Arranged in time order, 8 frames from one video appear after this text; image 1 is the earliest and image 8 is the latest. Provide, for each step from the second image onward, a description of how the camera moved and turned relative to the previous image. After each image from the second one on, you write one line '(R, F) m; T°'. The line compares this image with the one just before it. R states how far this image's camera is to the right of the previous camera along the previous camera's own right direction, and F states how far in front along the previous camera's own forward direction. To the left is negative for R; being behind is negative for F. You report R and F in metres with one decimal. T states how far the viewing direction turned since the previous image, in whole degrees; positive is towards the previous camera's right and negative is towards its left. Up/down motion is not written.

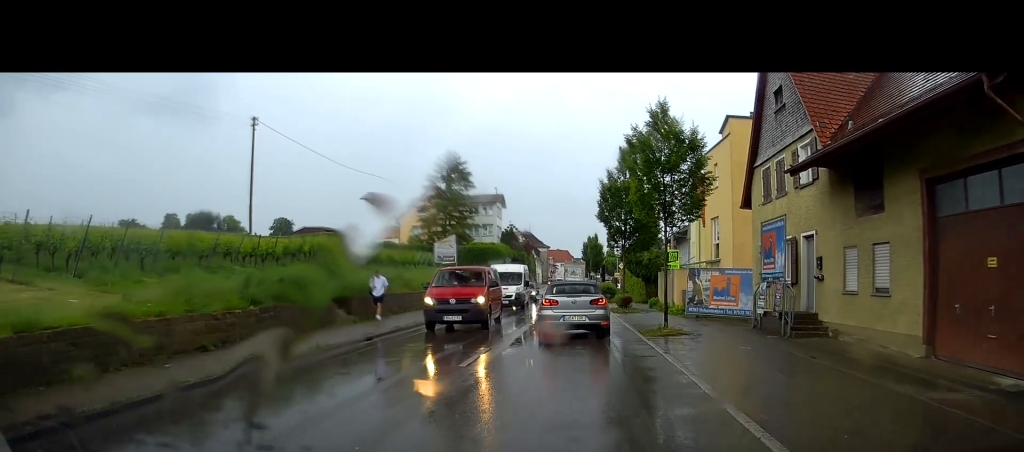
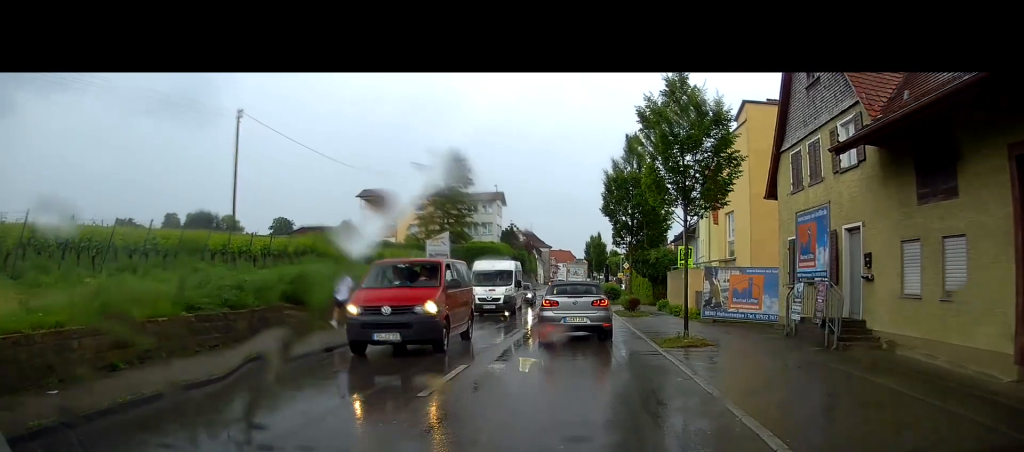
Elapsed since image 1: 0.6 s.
(-0.1, +3.0) m; 0°
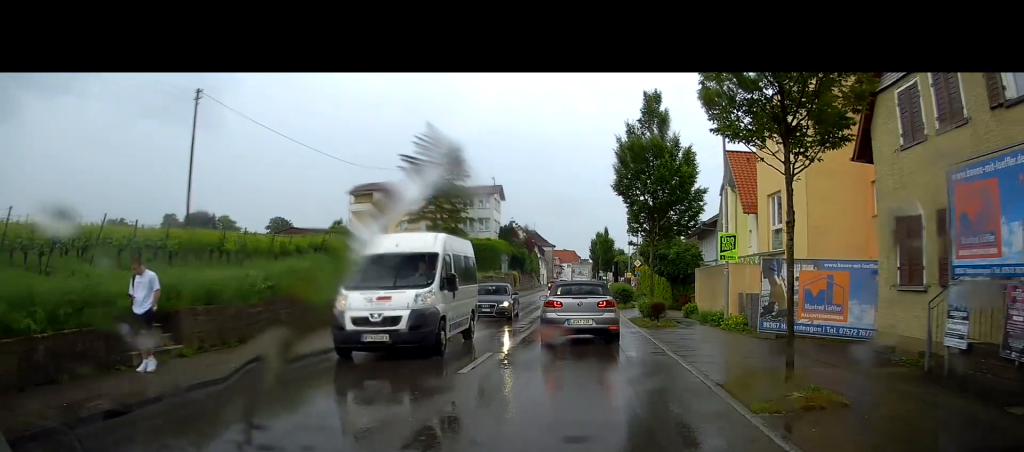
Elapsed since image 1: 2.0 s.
(+0.2, +7.3) m; 0°
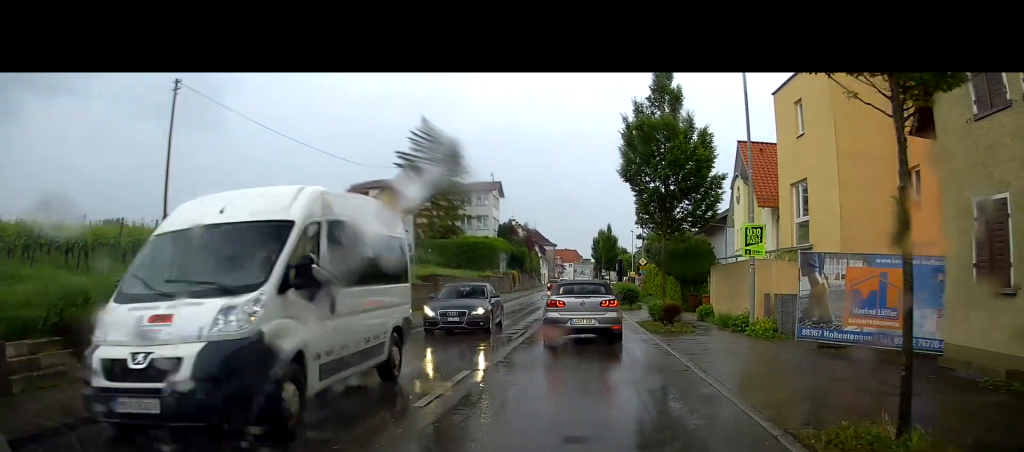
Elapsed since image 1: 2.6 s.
(-0.2, +3.0) m; 0°
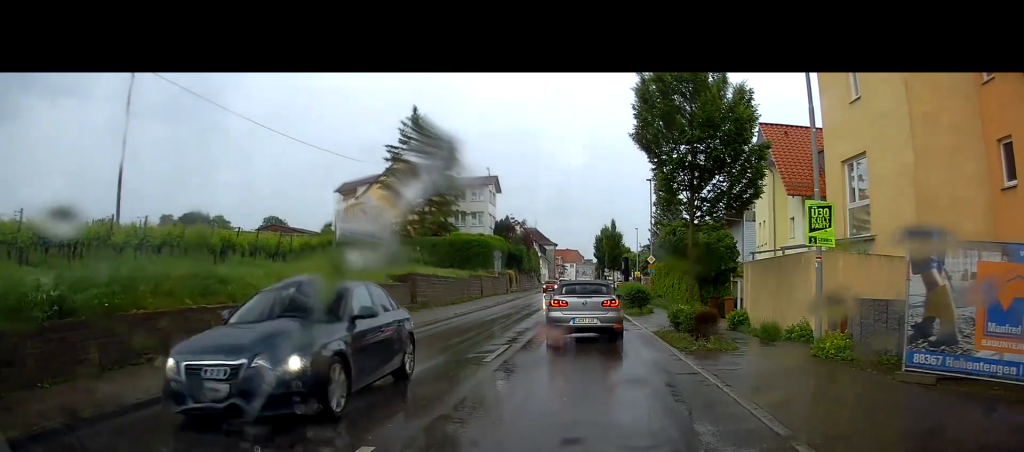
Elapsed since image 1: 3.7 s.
(+0.4, +5.1) m; +2°
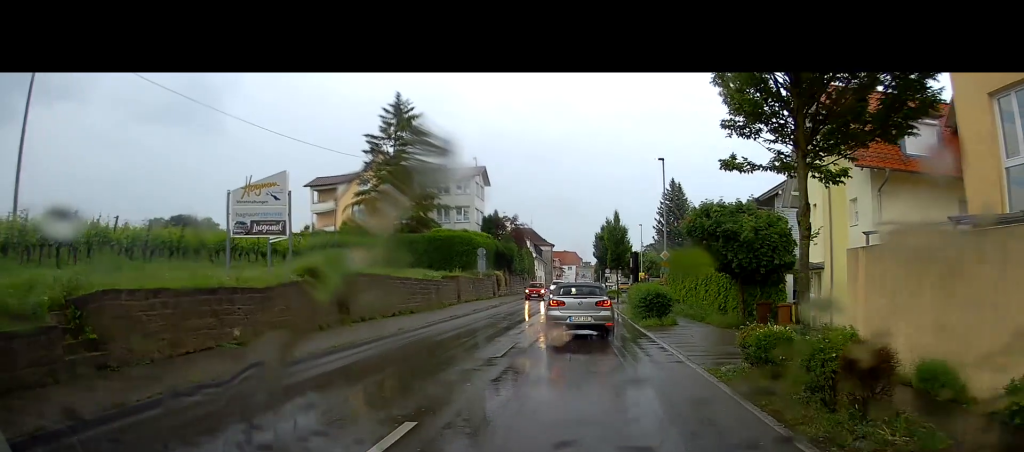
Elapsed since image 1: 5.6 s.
(+0.2, +8.3) m; +1°
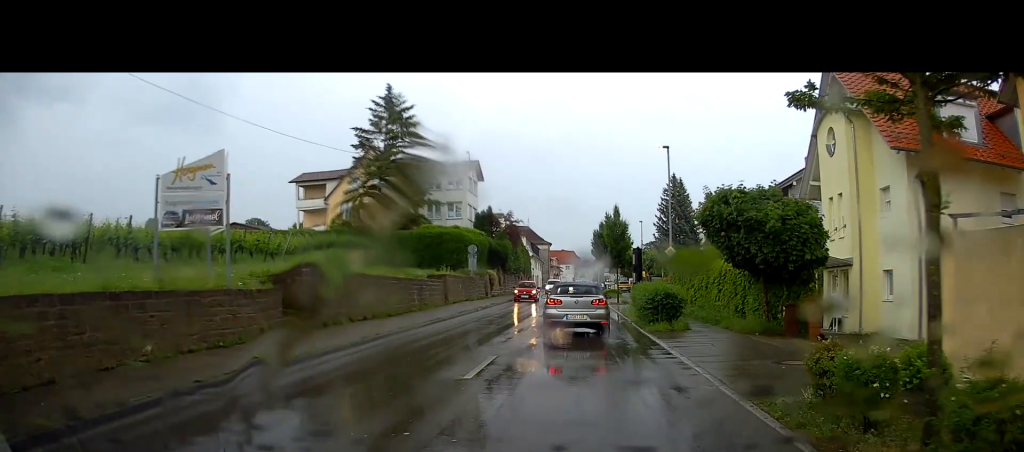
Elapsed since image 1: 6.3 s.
(-0.2, +2.8) m; -4°
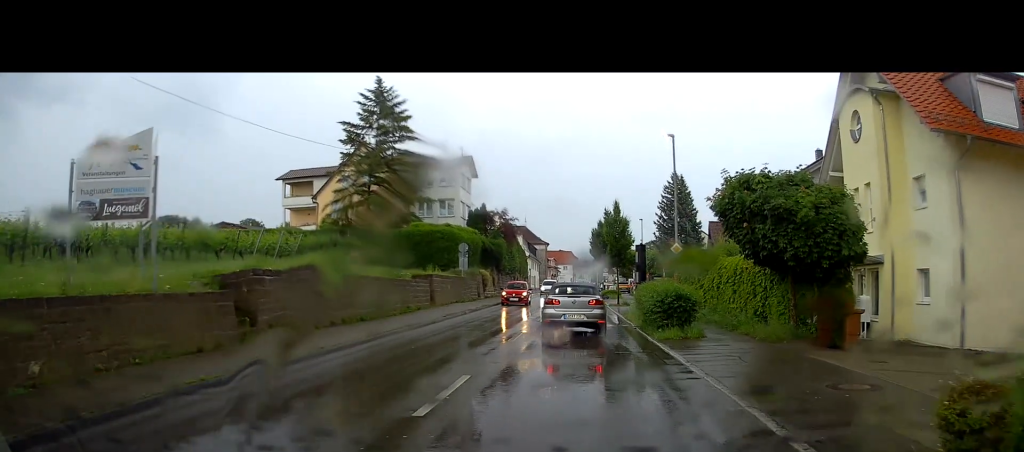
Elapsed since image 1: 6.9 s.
(0.0, +2.4) m; -1°
